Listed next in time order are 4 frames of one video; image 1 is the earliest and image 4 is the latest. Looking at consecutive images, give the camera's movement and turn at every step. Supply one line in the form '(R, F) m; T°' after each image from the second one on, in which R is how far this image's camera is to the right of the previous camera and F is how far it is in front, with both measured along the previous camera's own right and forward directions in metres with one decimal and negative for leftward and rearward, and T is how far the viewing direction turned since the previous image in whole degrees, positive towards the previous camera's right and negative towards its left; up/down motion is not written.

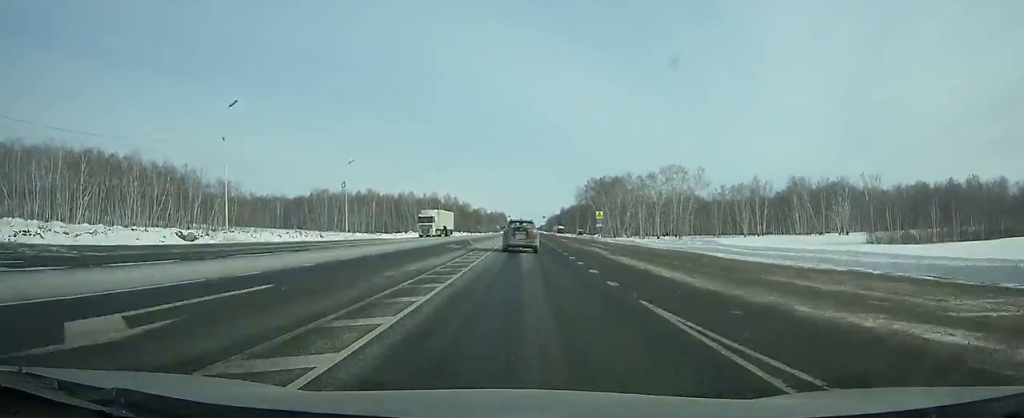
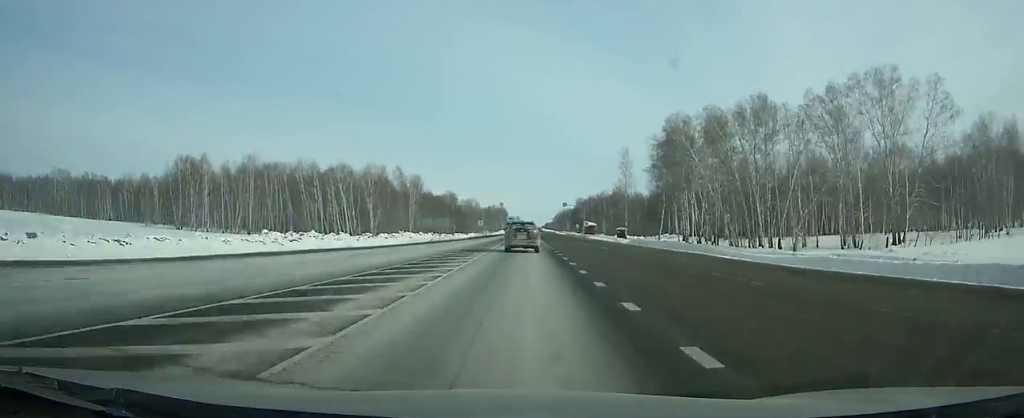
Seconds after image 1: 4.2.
(+0.1, +105.0) m; 0°
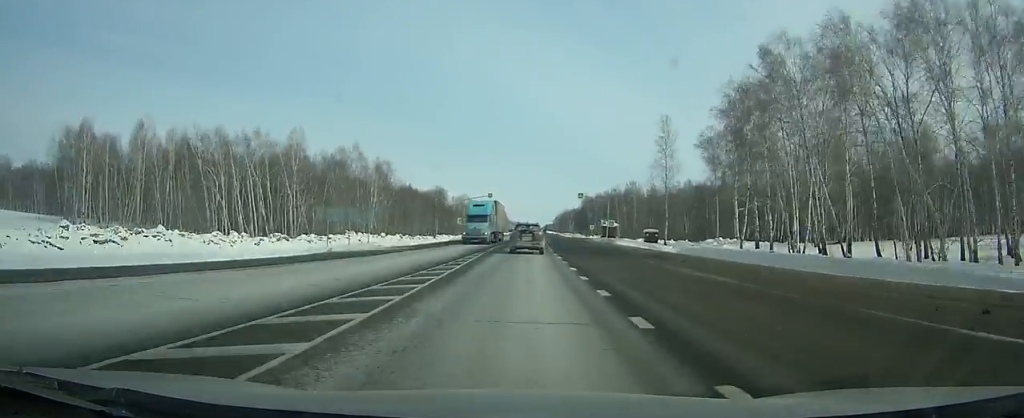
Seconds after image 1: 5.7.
(0.0, +37.7) m; 0°
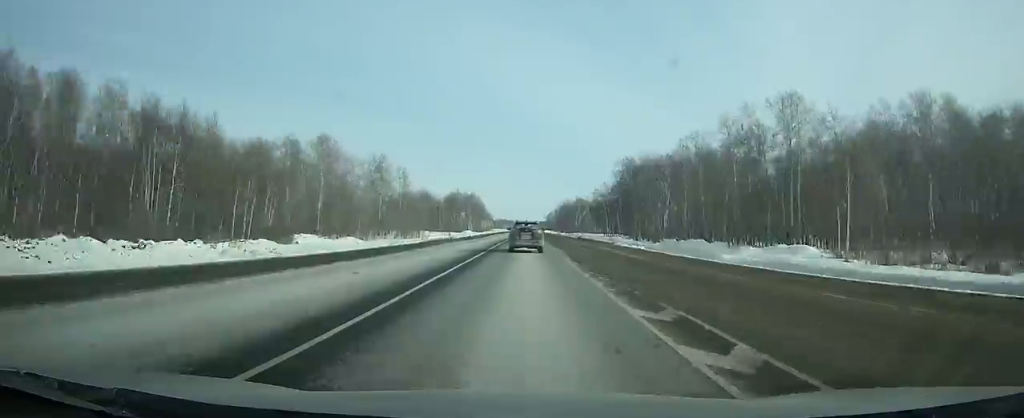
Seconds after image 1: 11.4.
(+1.1, +146.1) m; +1°
